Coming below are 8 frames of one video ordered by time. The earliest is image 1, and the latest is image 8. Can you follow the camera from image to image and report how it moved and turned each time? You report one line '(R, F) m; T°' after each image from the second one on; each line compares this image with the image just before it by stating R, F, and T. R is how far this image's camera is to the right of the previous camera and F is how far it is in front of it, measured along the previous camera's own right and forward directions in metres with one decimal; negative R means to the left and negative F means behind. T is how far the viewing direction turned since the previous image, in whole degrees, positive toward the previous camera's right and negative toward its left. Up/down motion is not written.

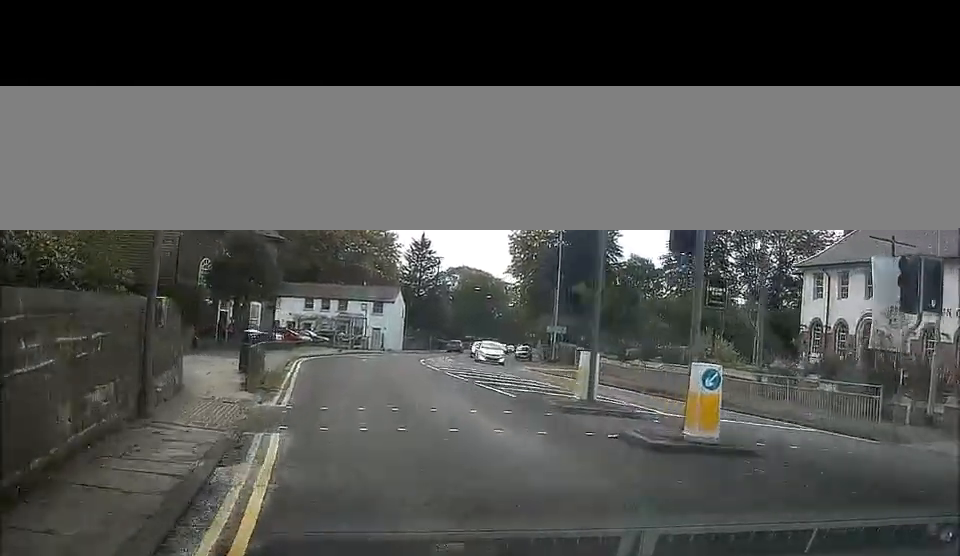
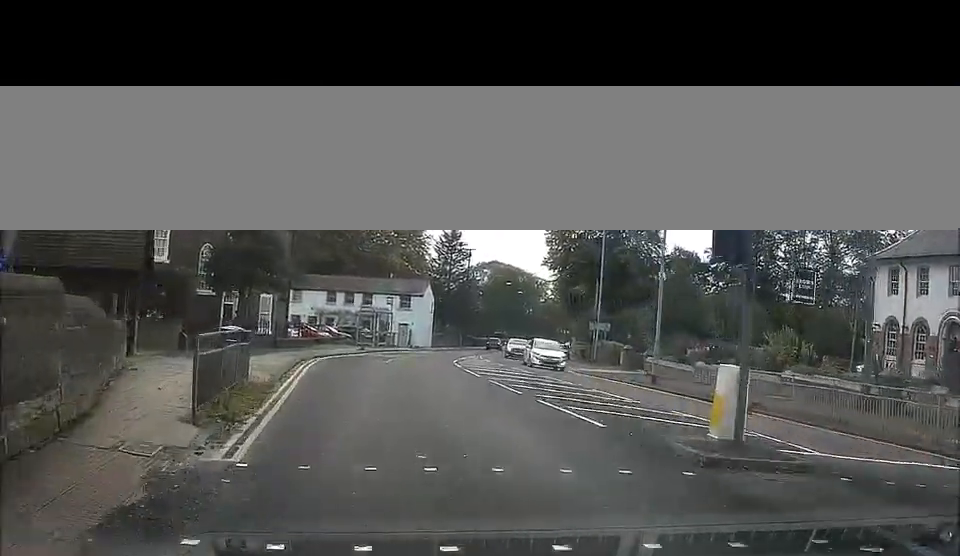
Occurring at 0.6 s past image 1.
(-0.2, +5.8) m; -2°
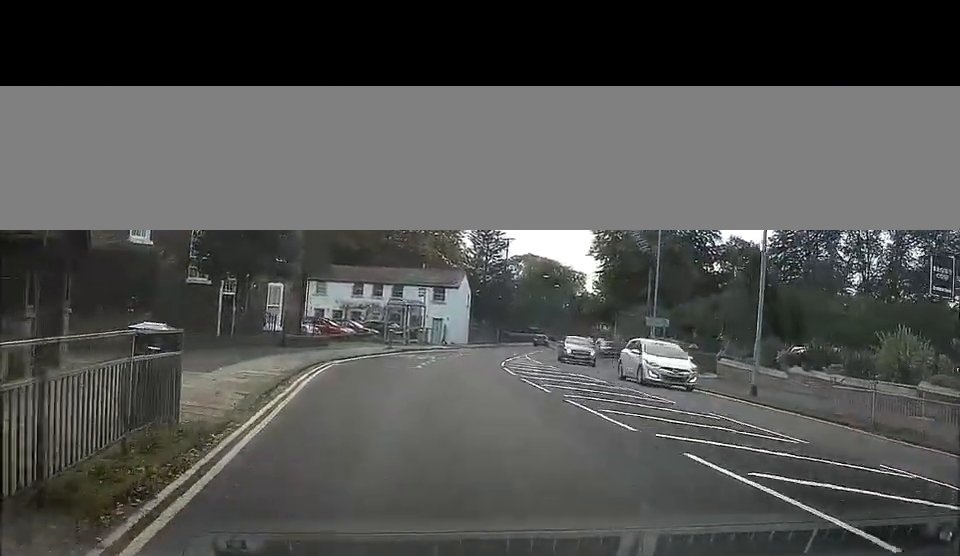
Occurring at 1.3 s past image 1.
(+0.3, +6.9) m; -1°
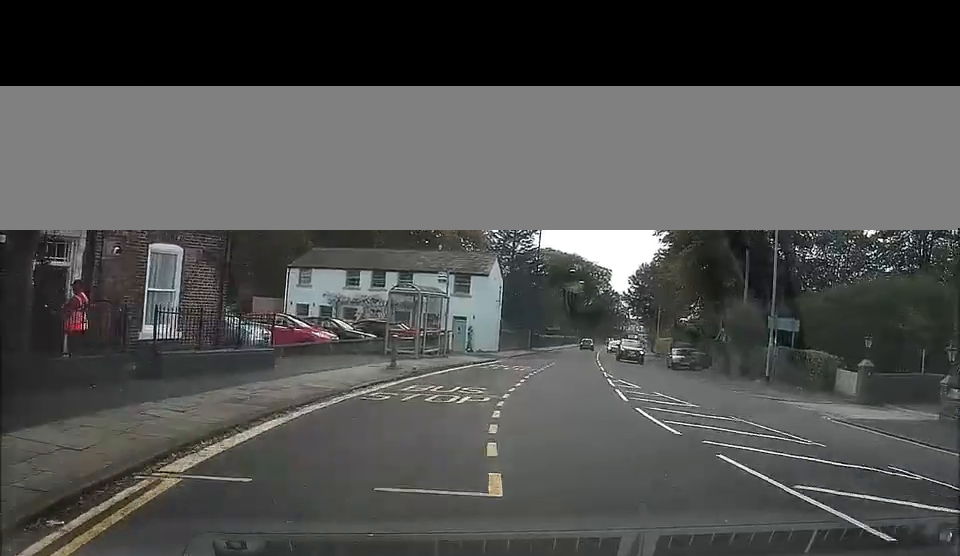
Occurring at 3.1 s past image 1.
(-0.7, +18.1) m; +4°
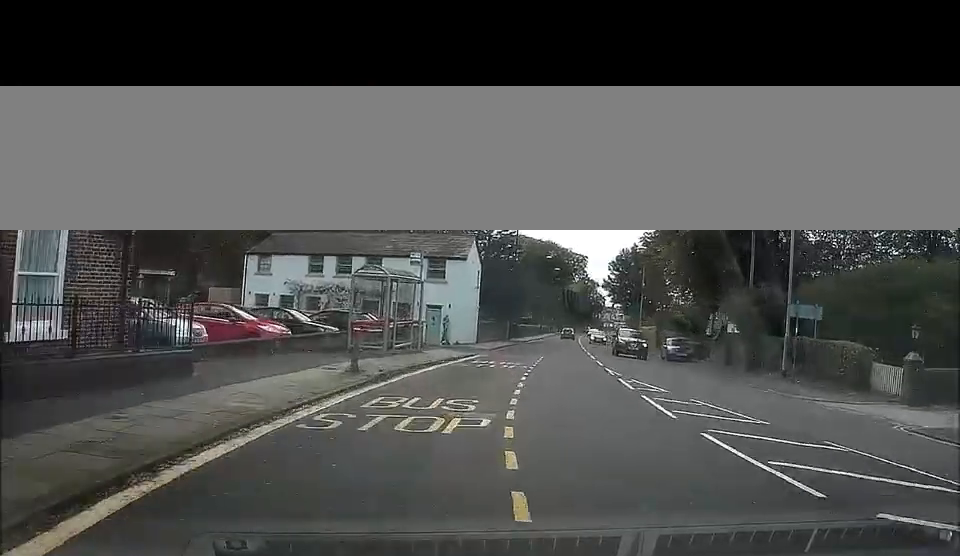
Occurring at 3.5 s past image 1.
(+0.2, +5.0) m; +3°
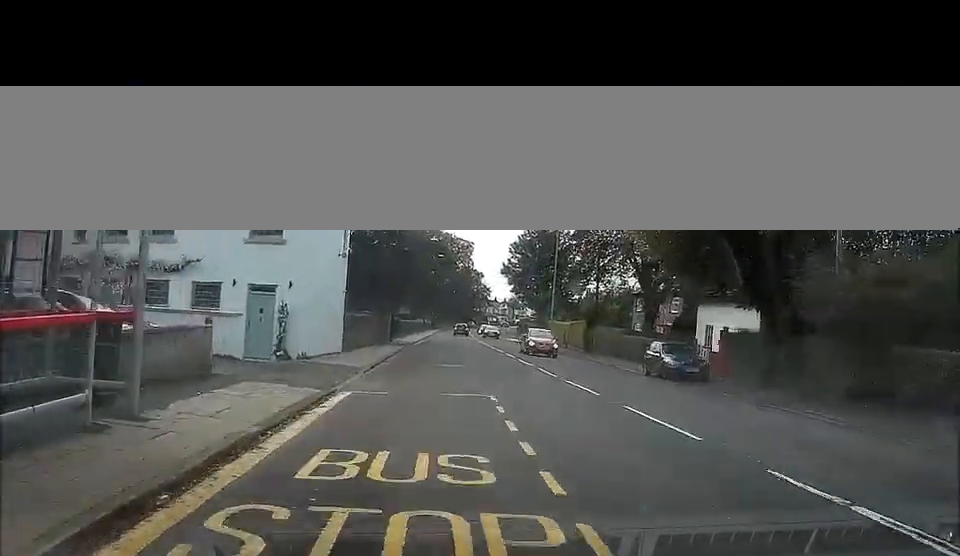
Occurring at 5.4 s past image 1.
(+2.1, +20.5) m; +13°
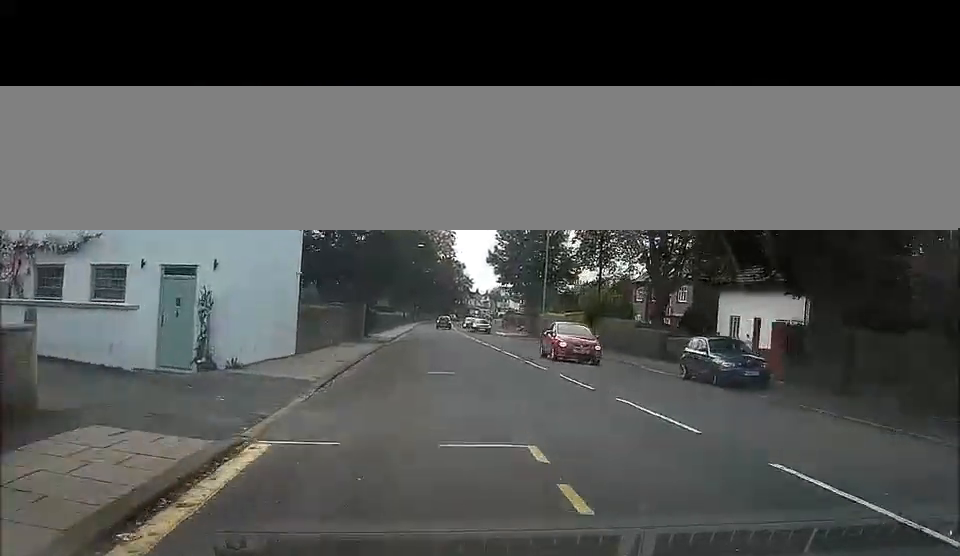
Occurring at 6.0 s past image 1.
(+0.8, +6.9) m; +2°
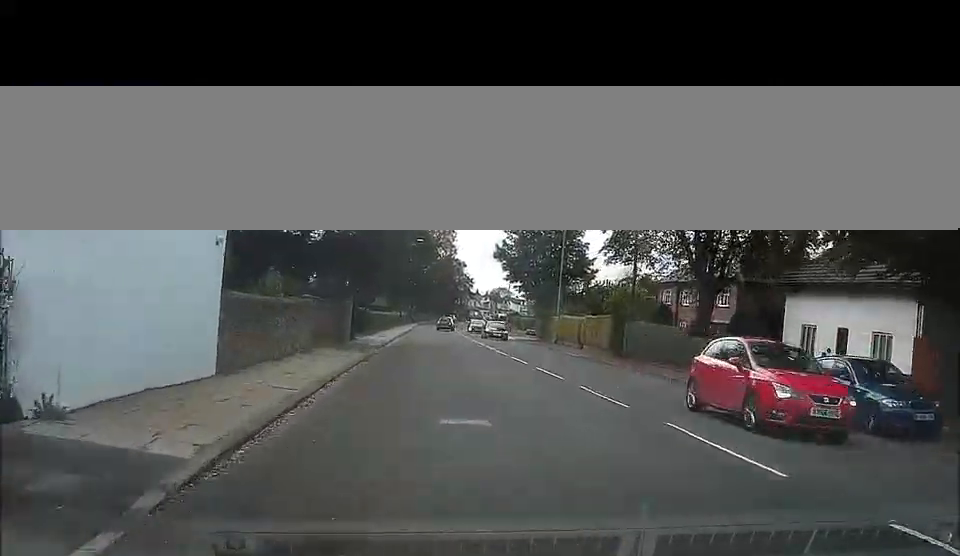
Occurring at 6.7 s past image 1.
(0.0, +8.6) m; -1°
